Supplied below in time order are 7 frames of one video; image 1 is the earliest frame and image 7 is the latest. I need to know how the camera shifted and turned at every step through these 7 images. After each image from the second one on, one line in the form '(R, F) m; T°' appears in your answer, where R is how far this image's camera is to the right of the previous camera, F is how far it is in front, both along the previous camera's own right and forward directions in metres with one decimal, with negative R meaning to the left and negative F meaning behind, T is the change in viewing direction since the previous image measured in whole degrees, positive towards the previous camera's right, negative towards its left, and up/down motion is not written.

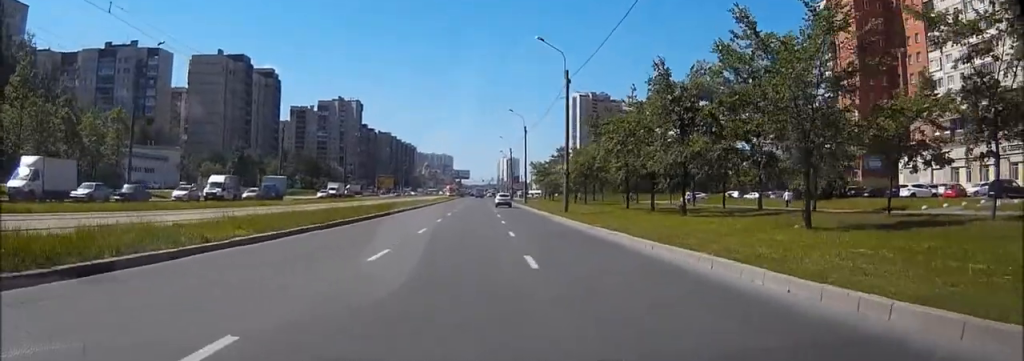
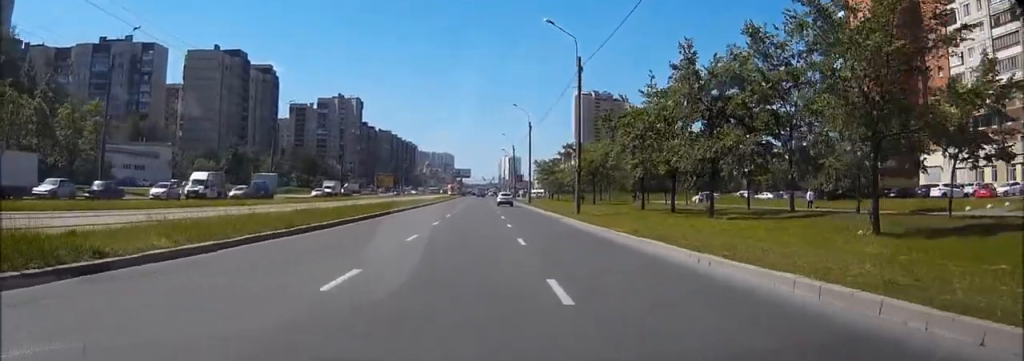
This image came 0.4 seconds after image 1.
(0.0, +5.6) m; 0°
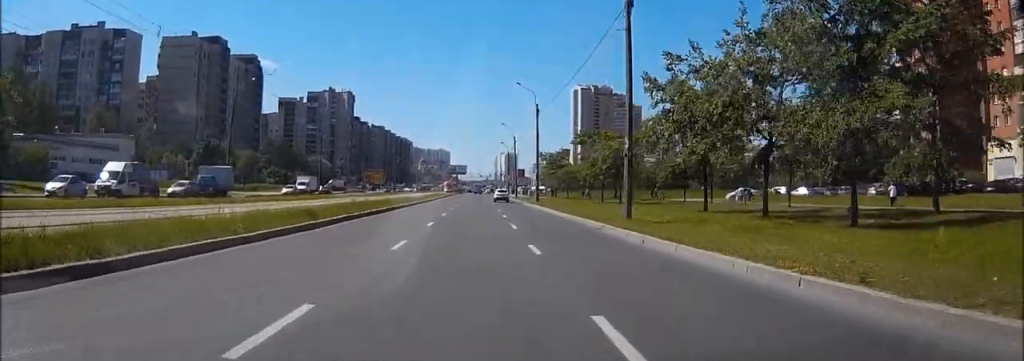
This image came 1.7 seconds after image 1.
(0.0, +17.1) m; 0°
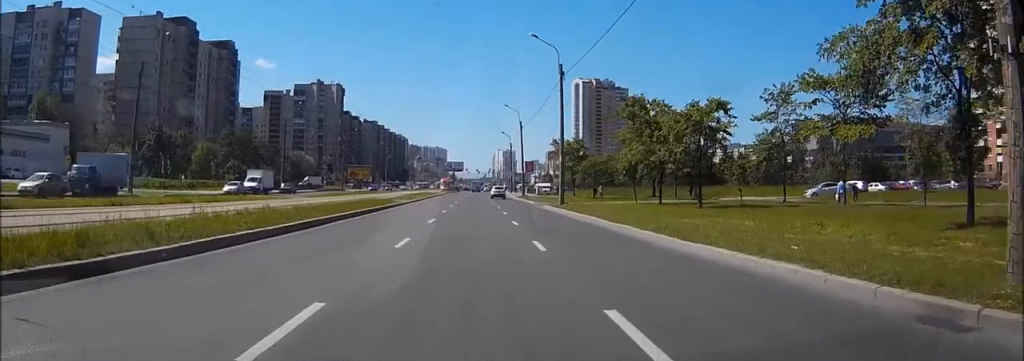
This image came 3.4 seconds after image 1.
(+0.1, +24.5) m; 0°
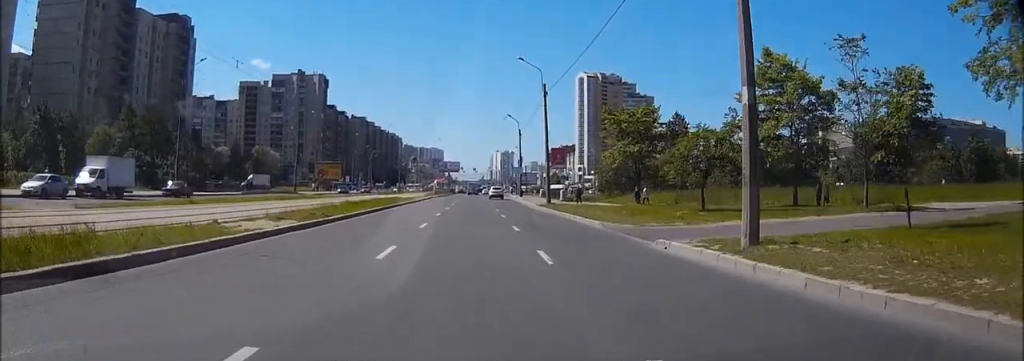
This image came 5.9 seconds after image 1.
(0.0, +38.6) m; 0°
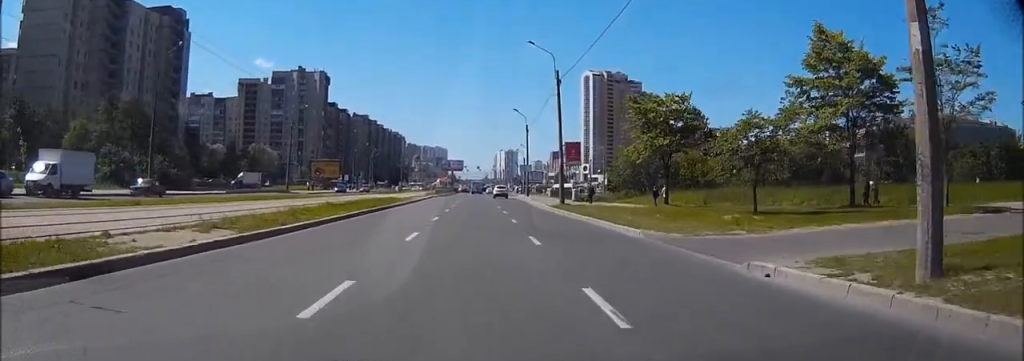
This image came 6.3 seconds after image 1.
(0.0, +7.3) m; -1°
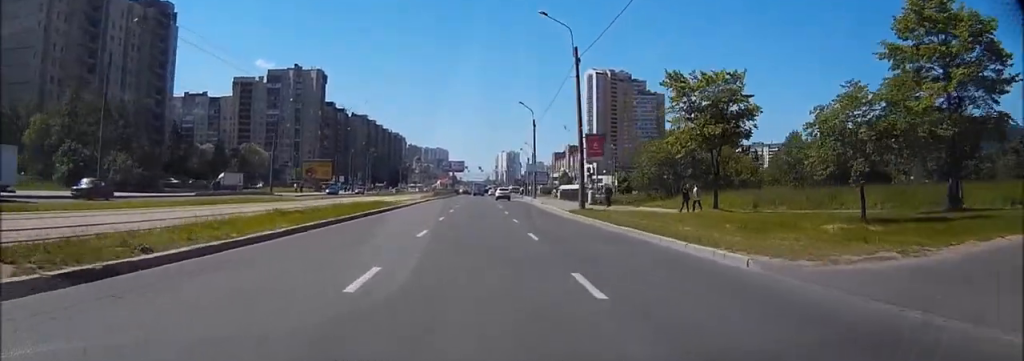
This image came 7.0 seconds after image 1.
(+0.1, +9.9) m; -1°
